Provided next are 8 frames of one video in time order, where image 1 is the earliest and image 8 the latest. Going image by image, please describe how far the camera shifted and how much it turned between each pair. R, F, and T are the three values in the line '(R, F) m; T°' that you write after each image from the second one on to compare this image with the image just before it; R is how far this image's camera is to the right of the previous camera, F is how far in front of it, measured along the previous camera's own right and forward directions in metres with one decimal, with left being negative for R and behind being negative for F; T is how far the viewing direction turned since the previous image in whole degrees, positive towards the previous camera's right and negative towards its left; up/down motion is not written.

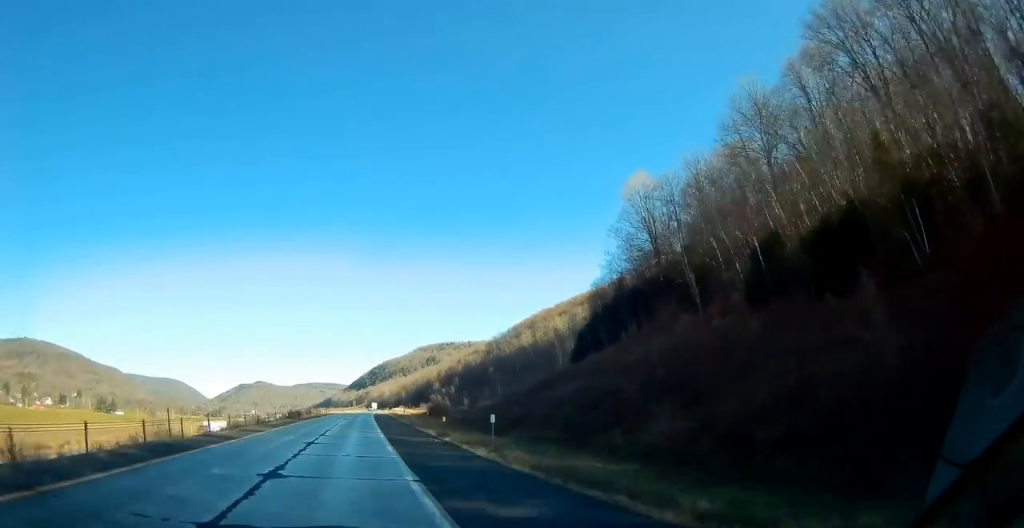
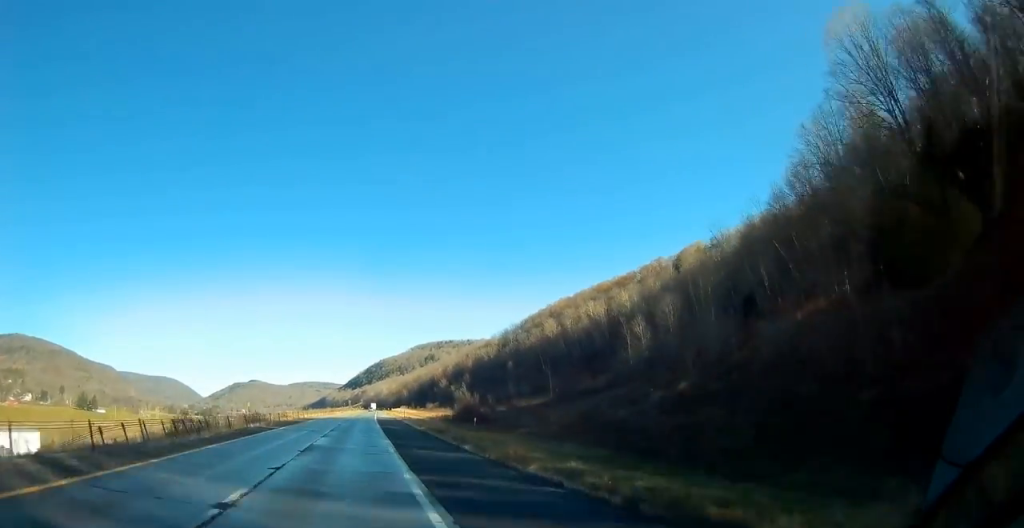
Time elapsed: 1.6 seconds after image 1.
(+0.3, +47.4) m; 0°
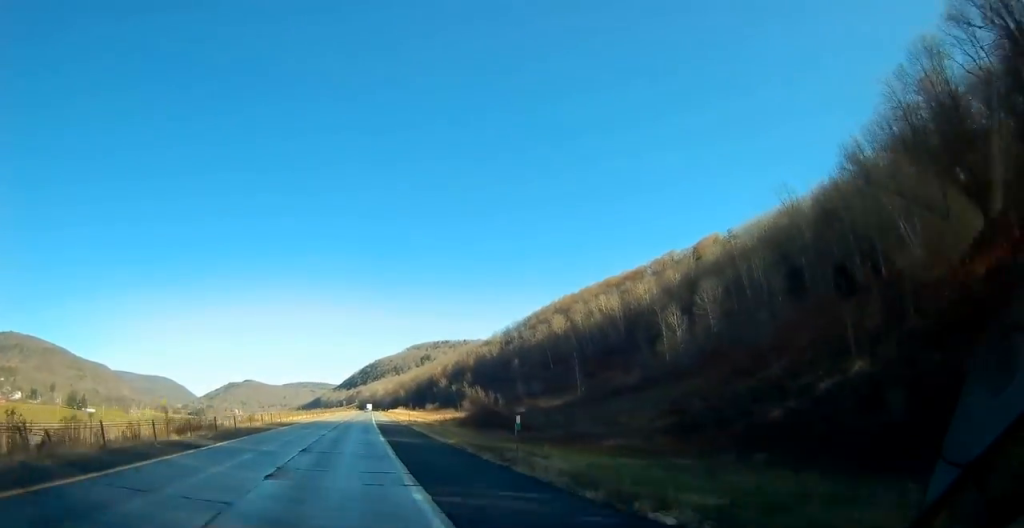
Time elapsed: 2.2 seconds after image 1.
(-0.2, +17.8) m; 0°
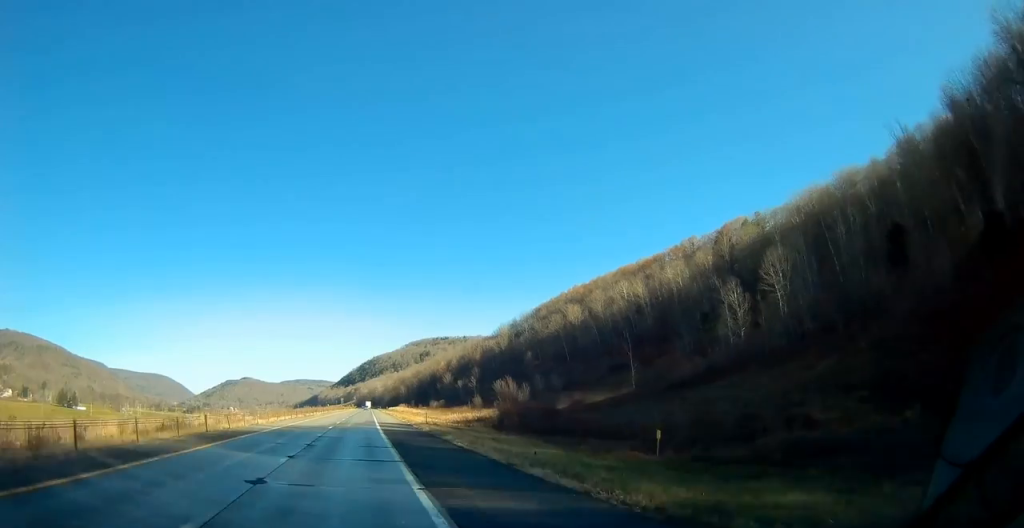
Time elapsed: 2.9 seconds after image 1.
(+0.3, +21.7) m; +1°
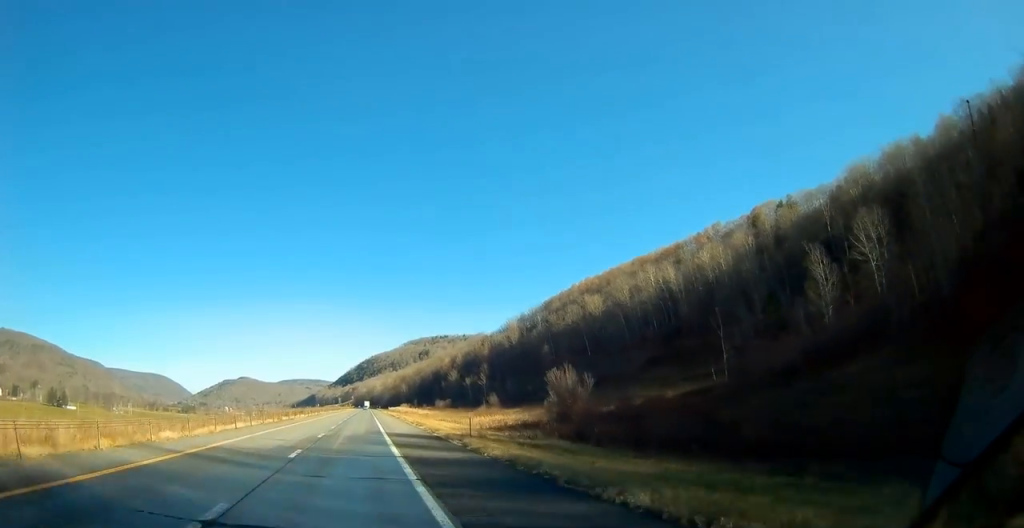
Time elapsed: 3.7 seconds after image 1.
(+0.1, +22.6) m; 0°
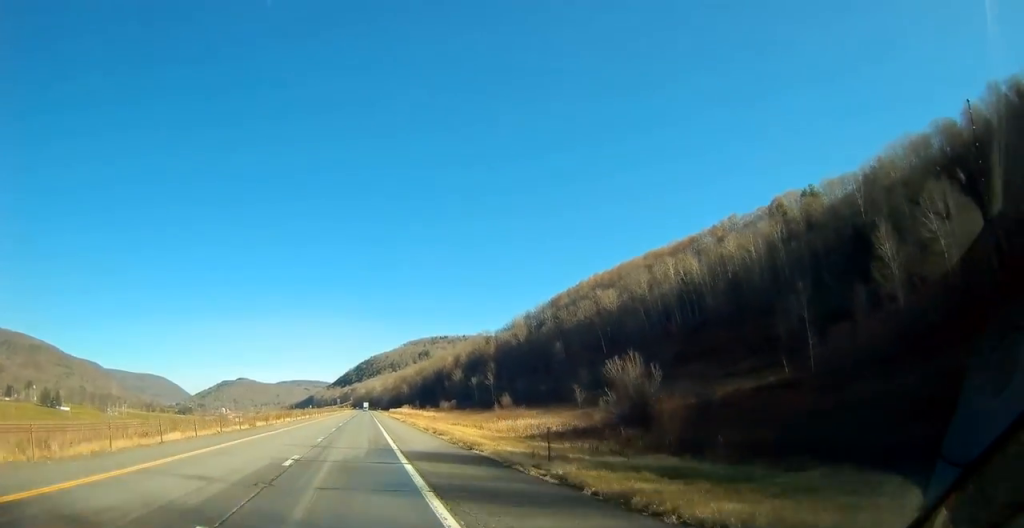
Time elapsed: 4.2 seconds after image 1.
(0.0, +13.8) m; 0°
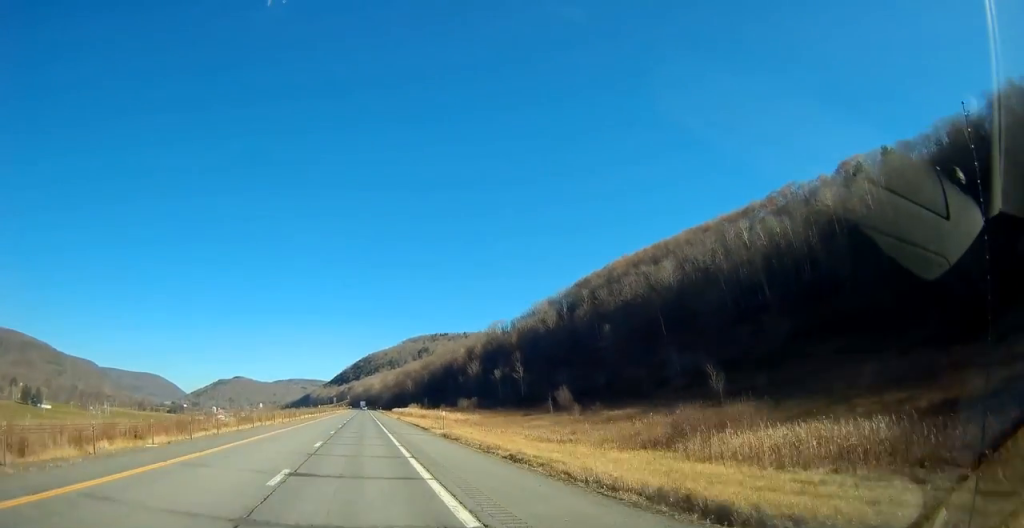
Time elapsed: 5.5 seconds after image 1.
(-0.1, +40.5) m; 0°
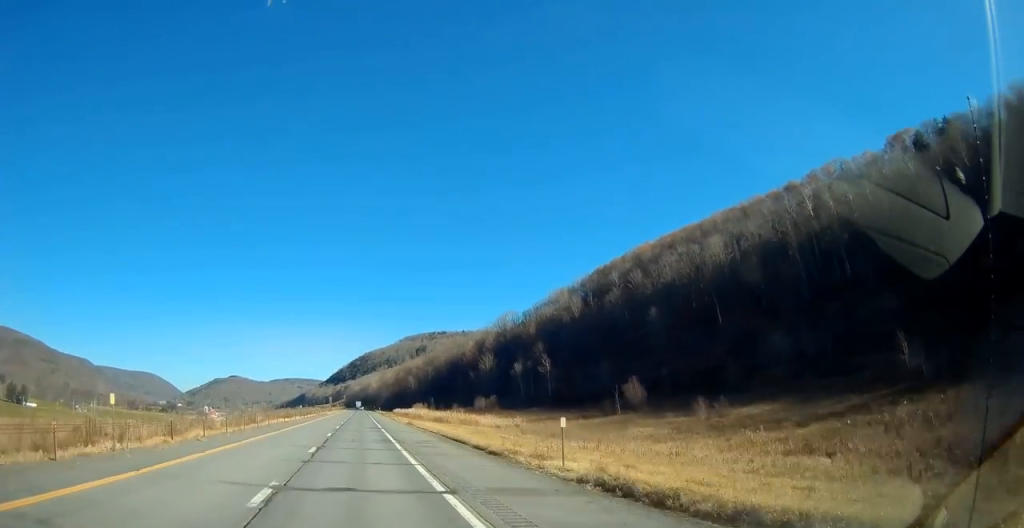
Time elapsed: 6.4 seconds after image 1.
(+0.3, +26.7) m; +1°
